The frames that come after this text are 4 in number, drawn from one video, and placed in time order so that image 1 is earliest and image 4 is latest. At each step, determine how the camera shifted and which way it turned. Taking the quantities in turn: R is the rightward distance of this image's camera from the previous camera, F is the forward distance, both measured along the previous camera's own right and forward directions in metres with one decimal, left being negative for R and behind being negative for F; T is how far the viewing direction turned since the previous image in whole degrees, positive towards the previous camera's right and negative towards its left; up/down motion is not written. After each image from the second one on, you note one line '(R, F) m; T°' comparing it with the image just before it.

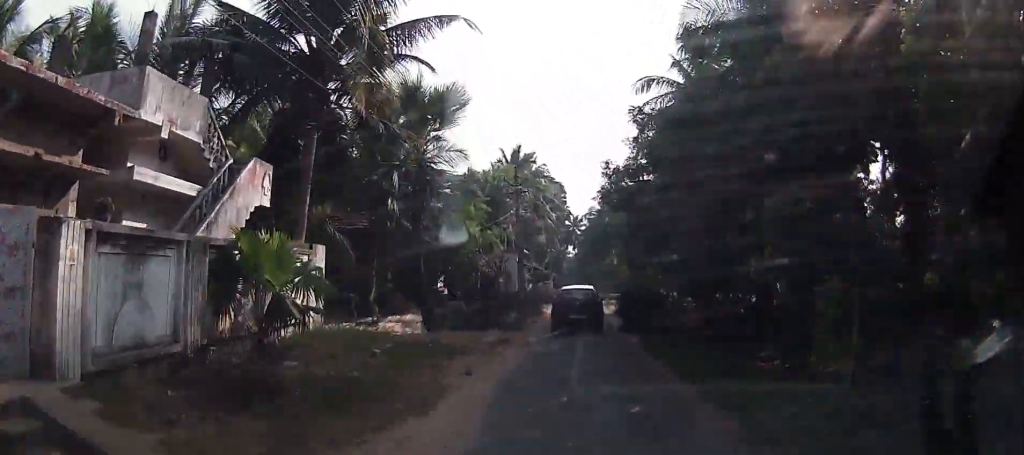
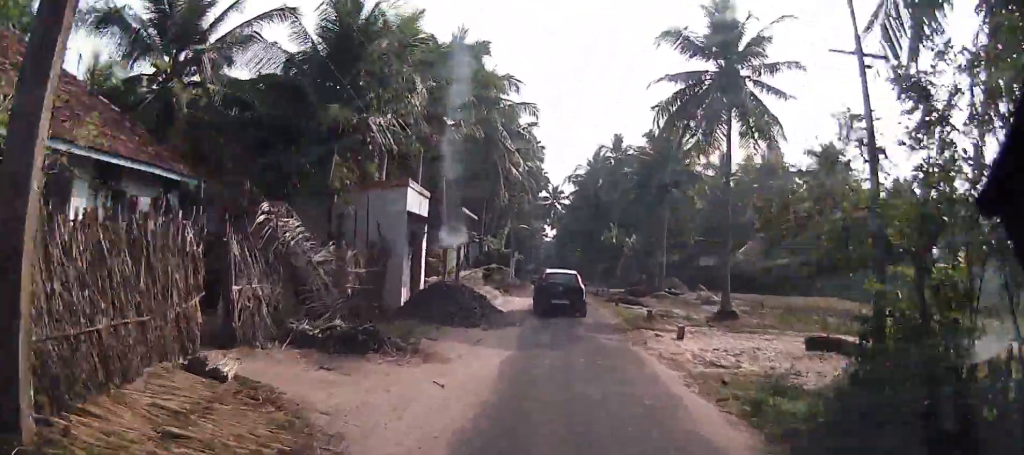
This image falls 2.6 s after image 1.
(0.0, +29.3) m; +2°
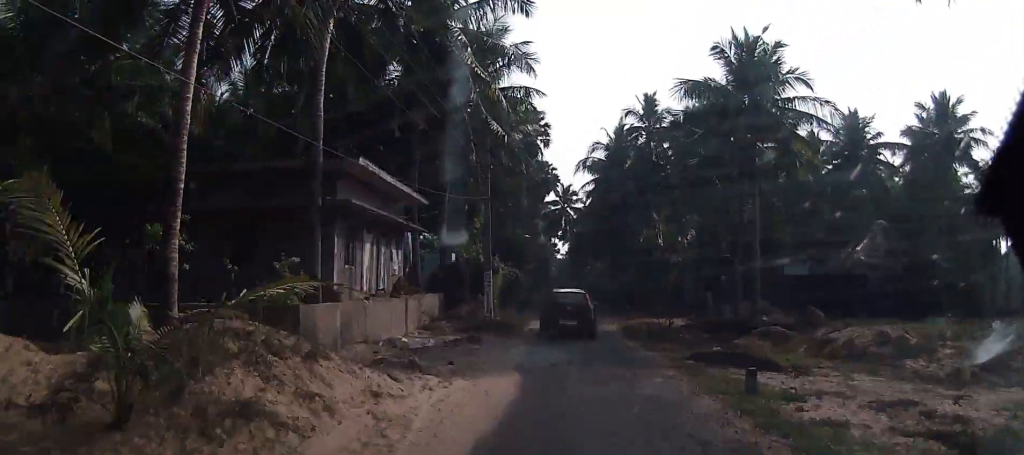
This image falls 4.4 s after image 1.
(+0.3, +20.6) m; -1°
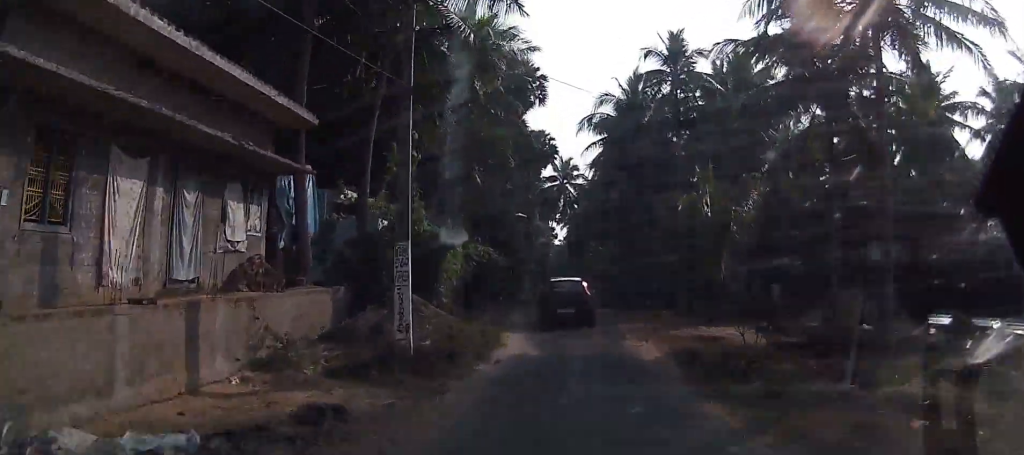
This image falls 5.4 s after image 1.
(-0.3, +12.0) m; -1°
